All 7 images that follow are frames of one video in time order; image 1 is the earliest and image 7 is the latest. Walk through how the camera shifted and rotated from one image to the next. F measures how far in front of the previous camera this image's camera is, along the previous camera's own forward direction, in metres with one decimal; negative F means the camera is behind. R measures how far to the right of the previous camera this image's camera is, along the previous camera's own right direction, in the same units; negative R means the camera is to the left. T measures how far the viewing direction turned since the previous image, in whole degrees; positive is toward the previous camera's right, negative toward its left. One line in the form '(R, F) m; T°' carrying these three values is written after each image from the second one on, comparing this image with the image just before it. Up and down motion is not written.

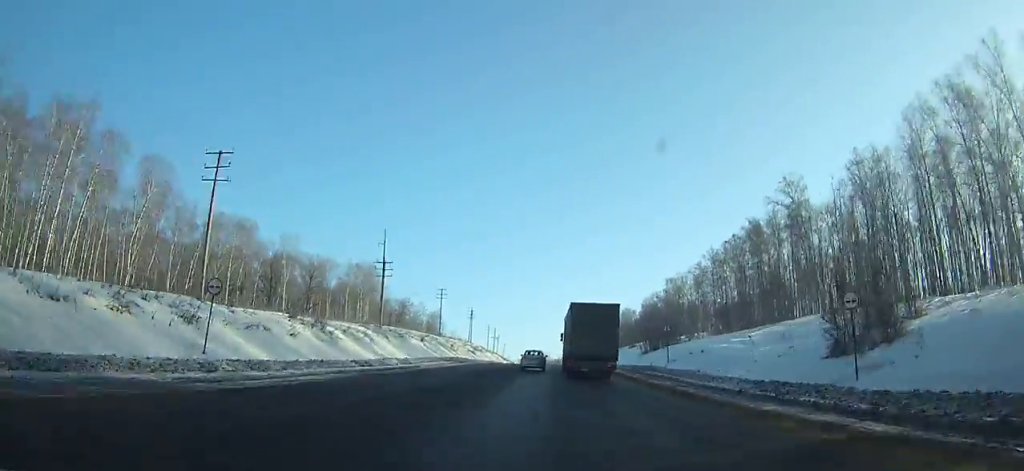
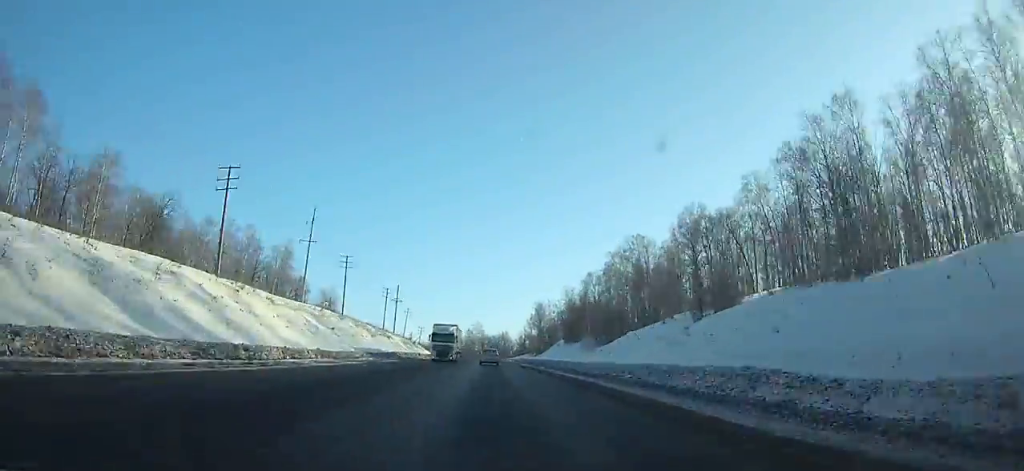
(+3.0, +112.4) m; +2°
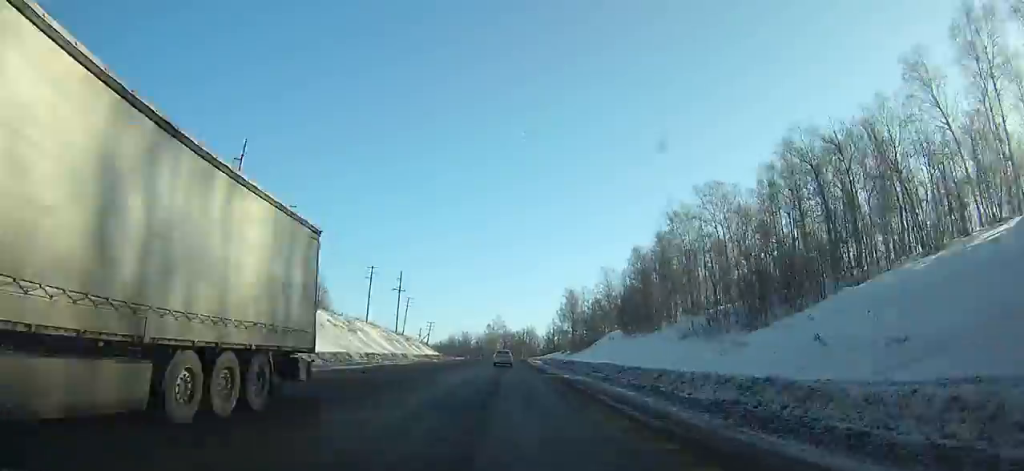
(+0.2, +31.6) m; -1°
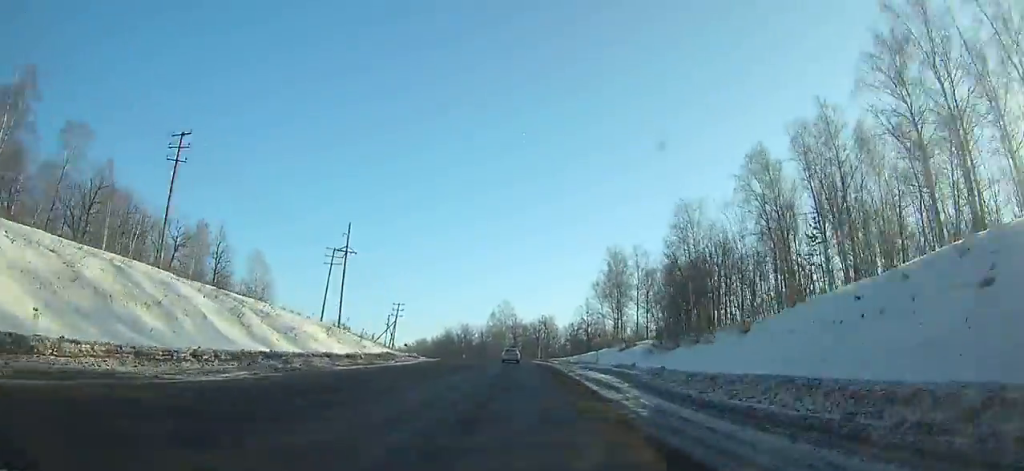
(-1.3, +60.2) m; -3°
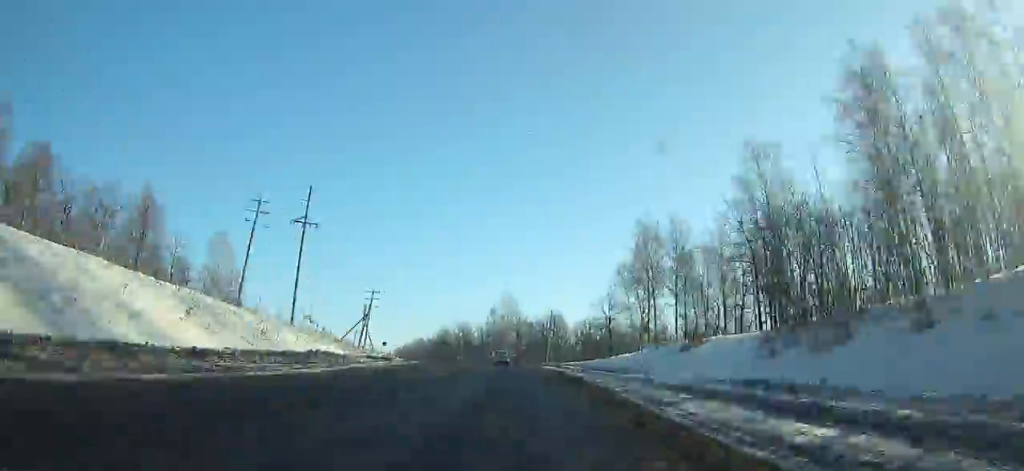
(+0.2, +22.9) m; -2°
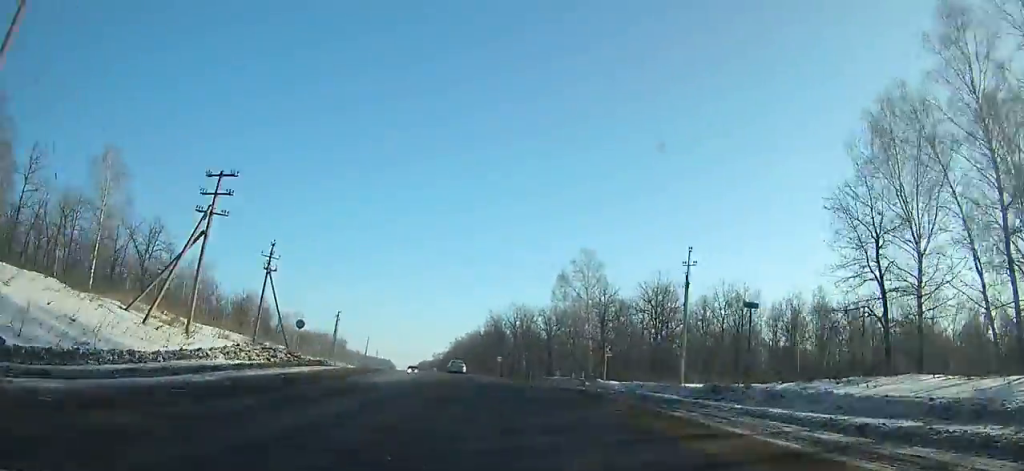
(-3.4, +59.9) m; -8°
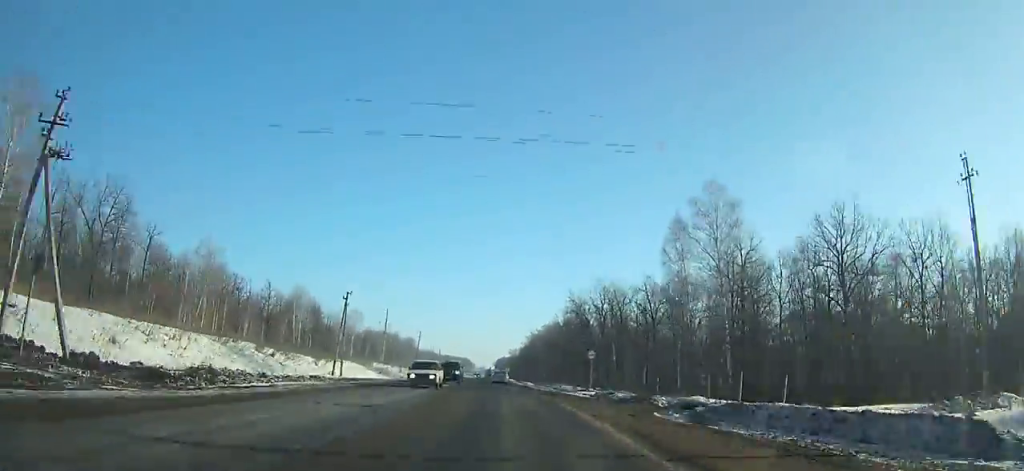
(-0.9, +31.8) m; -4°
